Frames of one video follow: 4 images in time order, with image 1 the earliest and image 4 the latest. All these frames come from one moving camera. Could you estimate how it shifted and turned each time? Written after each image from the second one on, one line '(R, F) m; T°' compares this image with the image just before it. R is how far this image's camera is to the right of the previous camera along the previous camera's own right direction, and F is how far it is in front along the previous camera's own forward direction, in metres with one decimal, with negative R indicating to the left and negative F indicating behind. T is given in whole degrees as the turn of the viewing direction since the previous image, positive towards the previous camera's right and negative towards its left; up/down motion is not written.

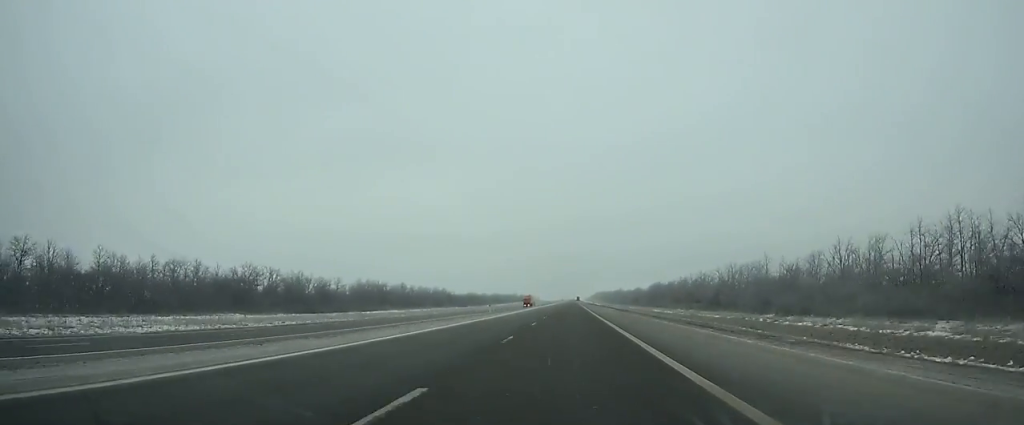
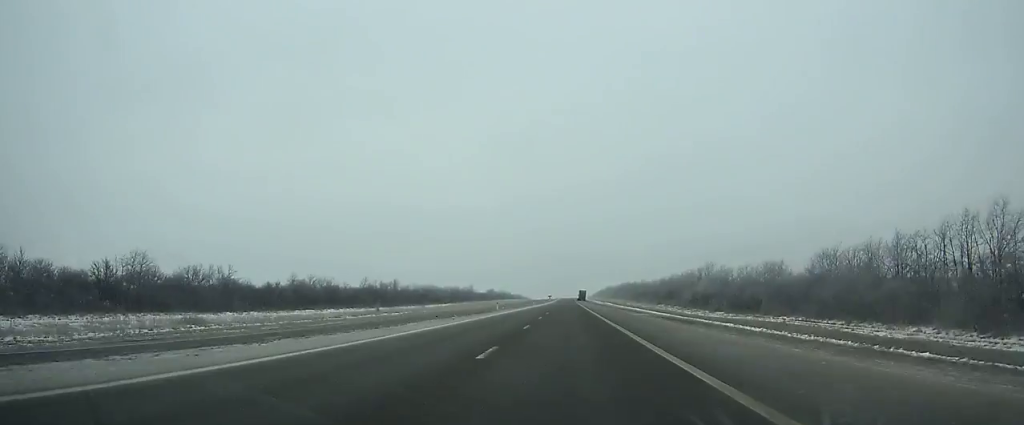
(-0.2, +304.8) m; 0°
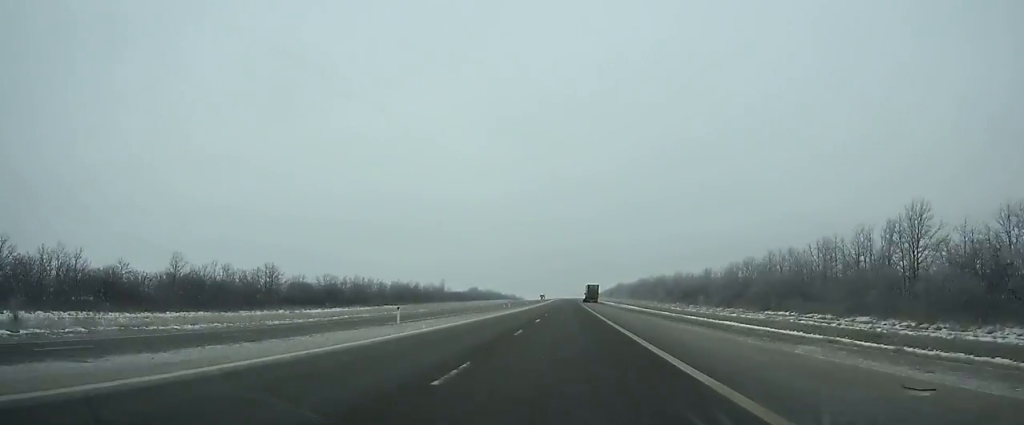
(+0.1, +101.0) m; 0°
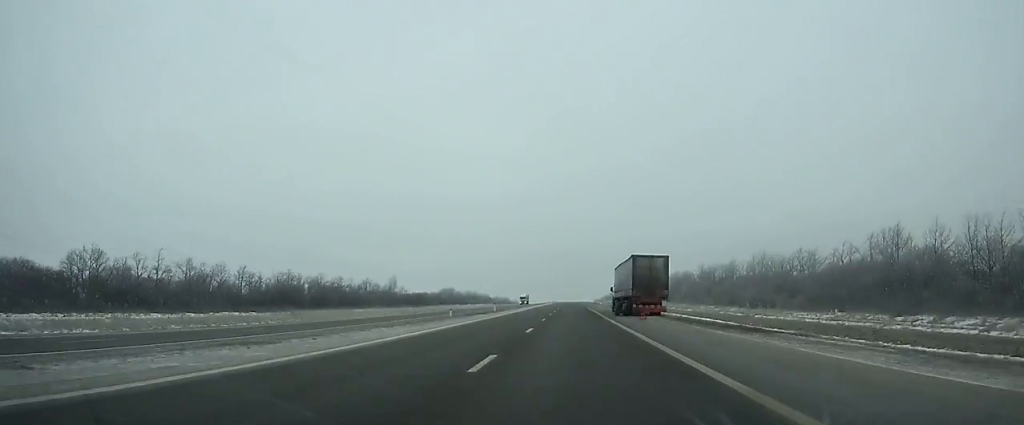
(0.0, +95.2) m; 0°
